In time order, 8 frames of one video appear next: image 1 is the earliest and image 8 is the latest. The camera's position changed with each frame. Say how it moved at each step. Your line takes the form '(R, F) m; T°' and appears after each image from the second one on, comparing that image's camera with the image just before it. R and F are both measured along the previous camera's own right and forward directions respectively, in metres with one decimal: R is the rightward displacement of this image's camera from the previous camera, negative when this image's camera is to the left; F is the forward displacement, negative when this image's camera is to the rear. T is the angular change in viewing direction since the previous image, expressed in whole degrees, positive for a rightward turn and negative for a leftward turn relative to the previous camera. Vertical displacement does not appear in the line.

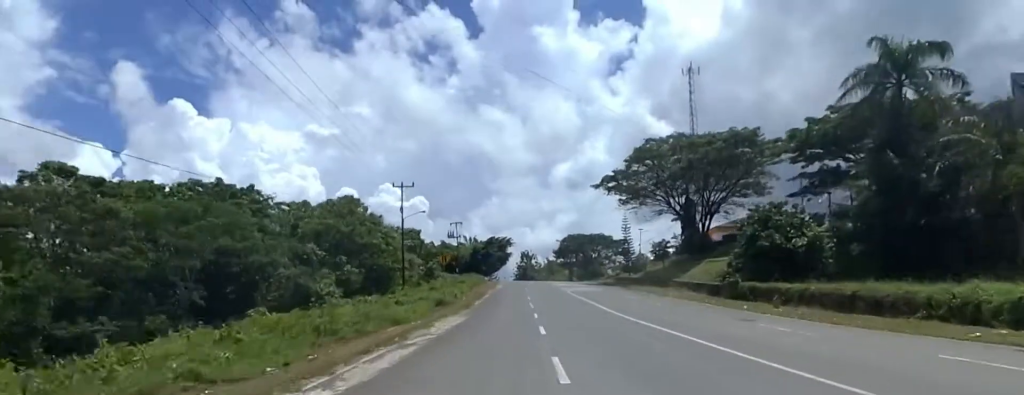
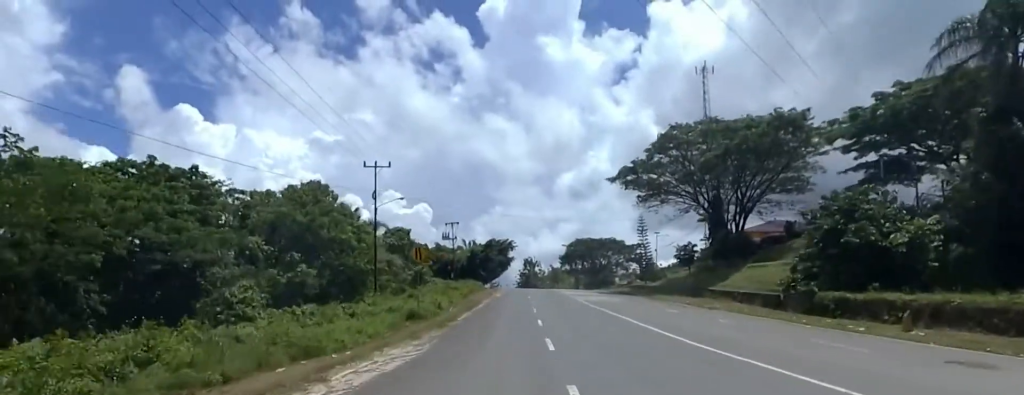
(-0.2, +10.3) m; +2°
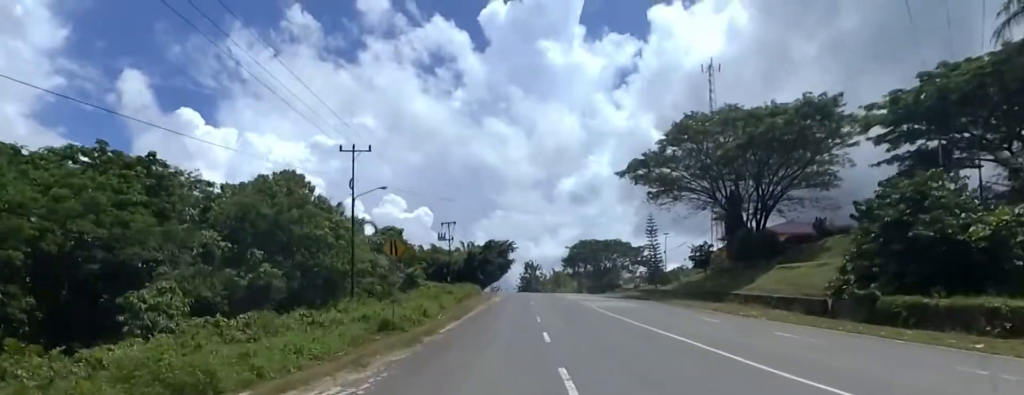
(-0.3, +5.3) m; +2°
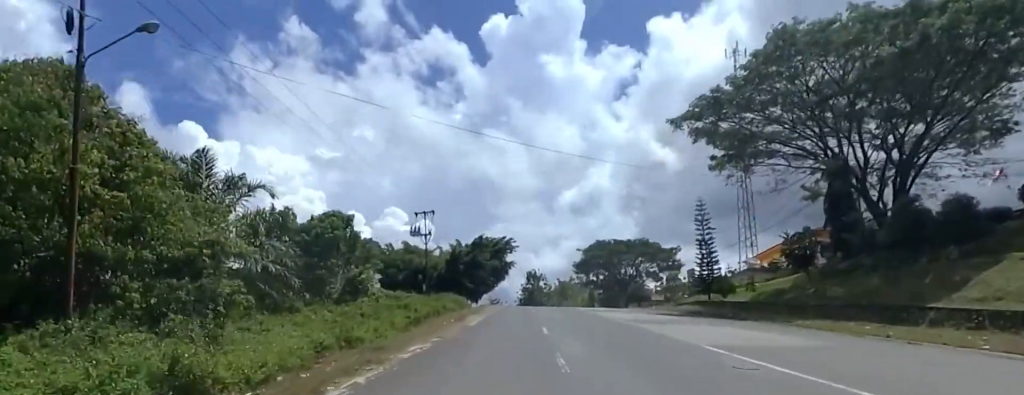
(+0.7, +21.1) m; 0°
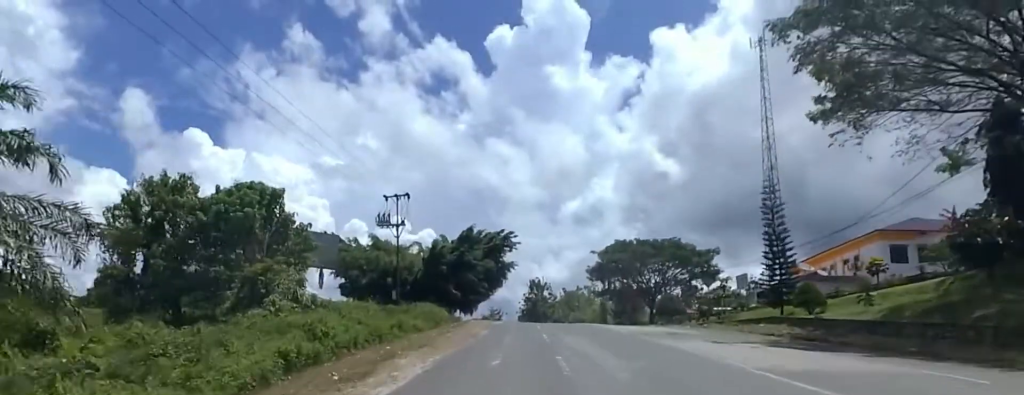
(+0.3, +15.4) m; 0°
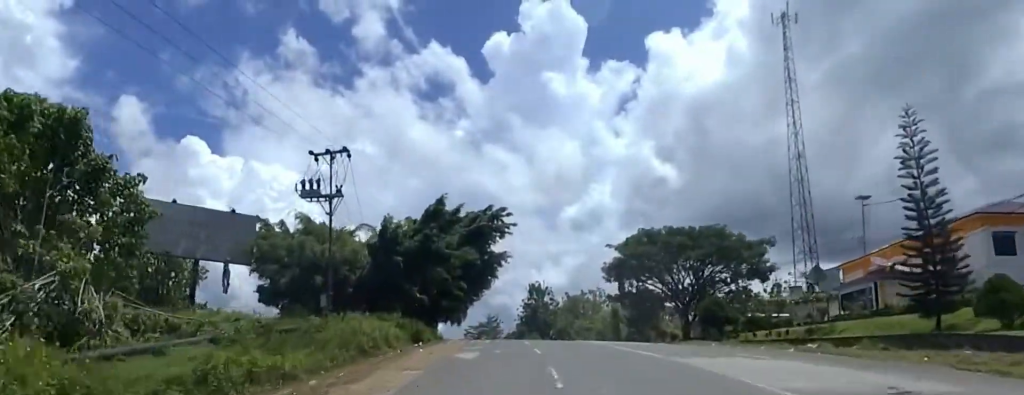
(-0.9, +15.9) m; 0°
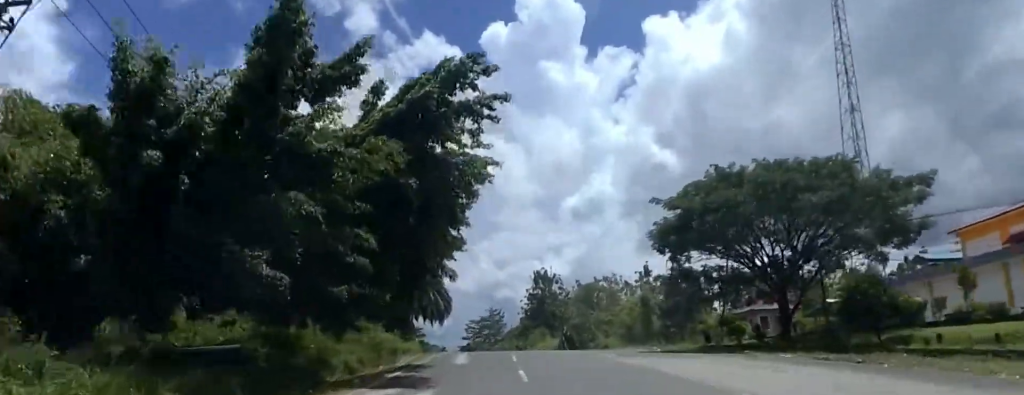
(+0.6, +20.4) m; -2°
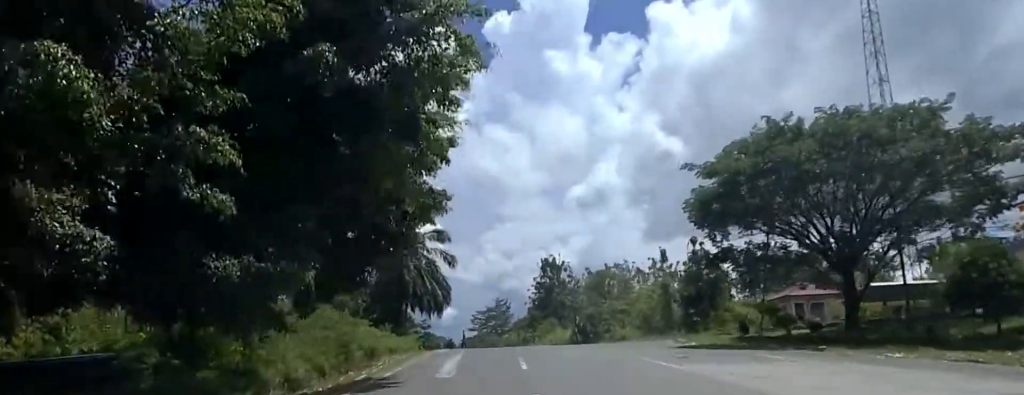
(-0.3, +6.2) m; -3°
